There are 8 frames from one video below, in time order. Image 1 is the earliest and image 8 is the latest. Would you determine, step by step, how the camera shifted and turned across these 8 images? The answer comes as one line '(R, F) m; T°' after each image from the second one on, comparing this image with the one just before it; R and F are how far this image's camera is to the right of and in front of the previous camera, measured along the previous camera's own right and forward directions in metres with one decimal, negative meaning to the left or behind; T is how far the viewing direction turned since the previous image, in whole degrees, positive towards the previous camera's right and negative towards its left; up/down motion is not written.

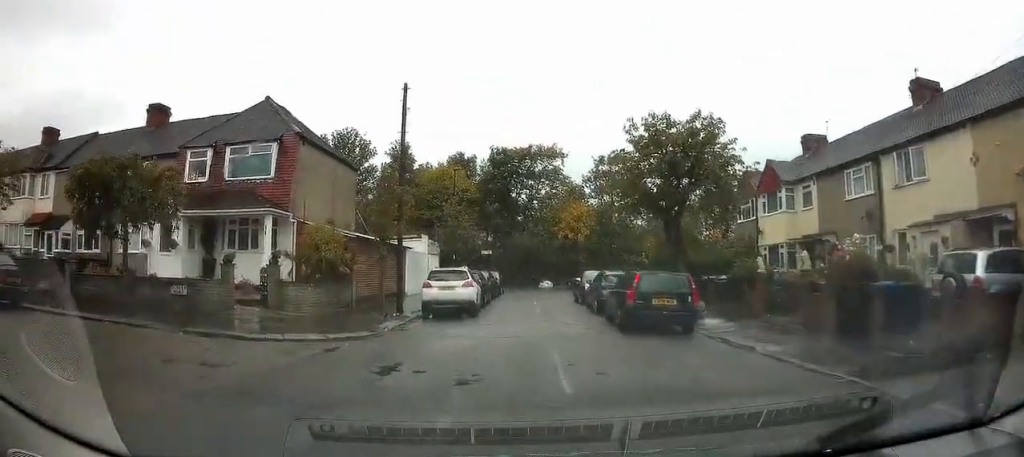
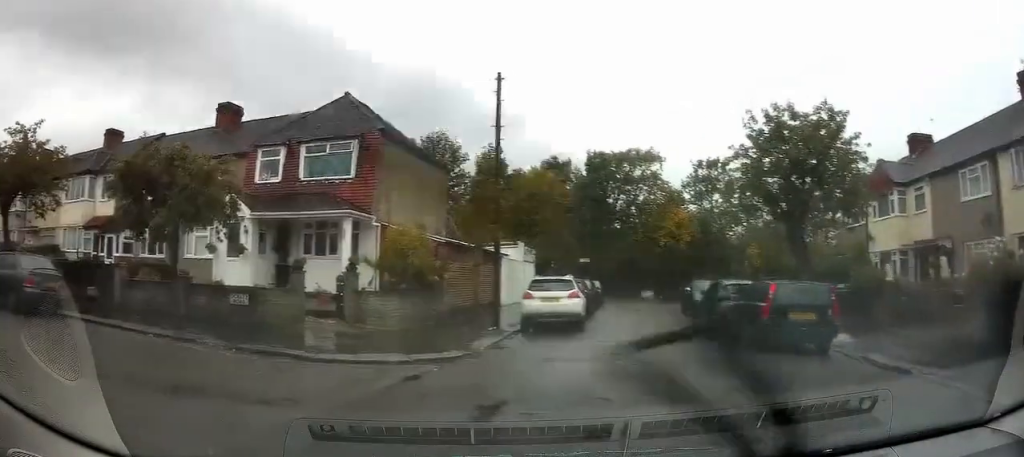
(-0.2, +3.0) m; -11°
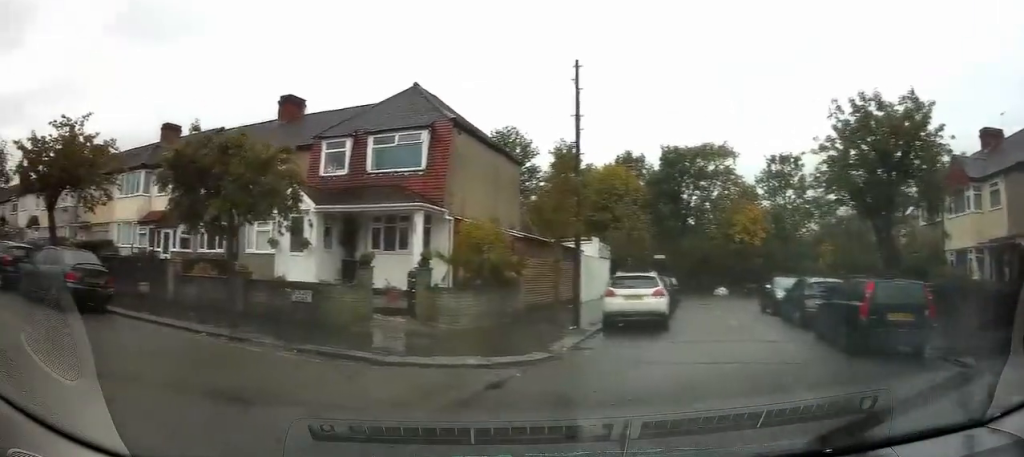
(-0.1, +1.1) m; -8°
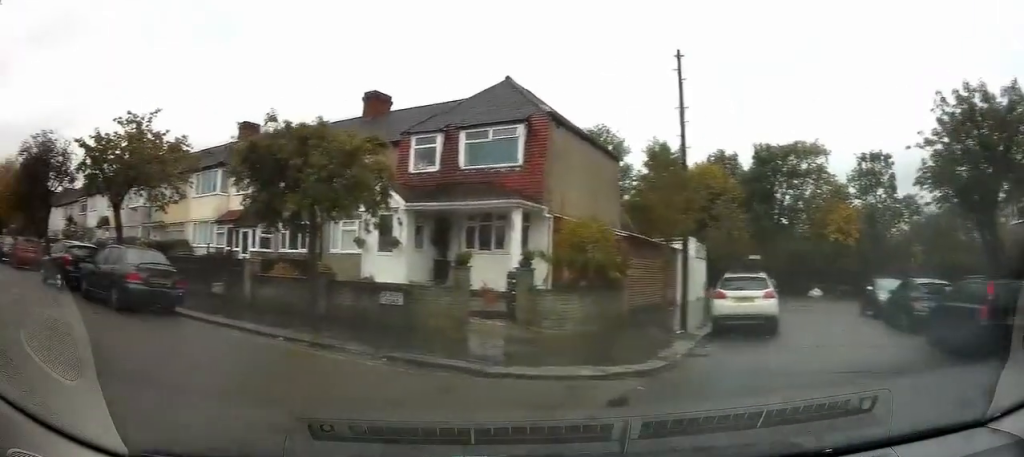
(-0.1, +1.2) m; -11°
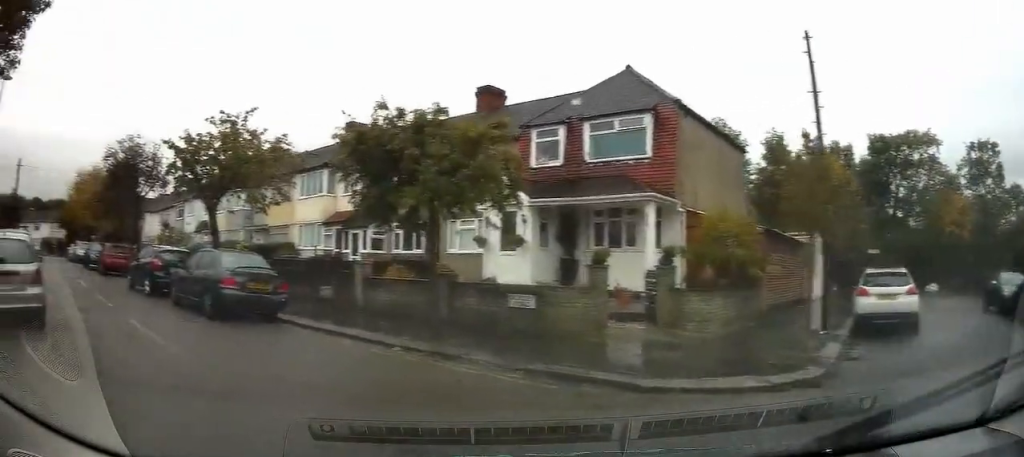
(-0.2, +1.1) m; -9°
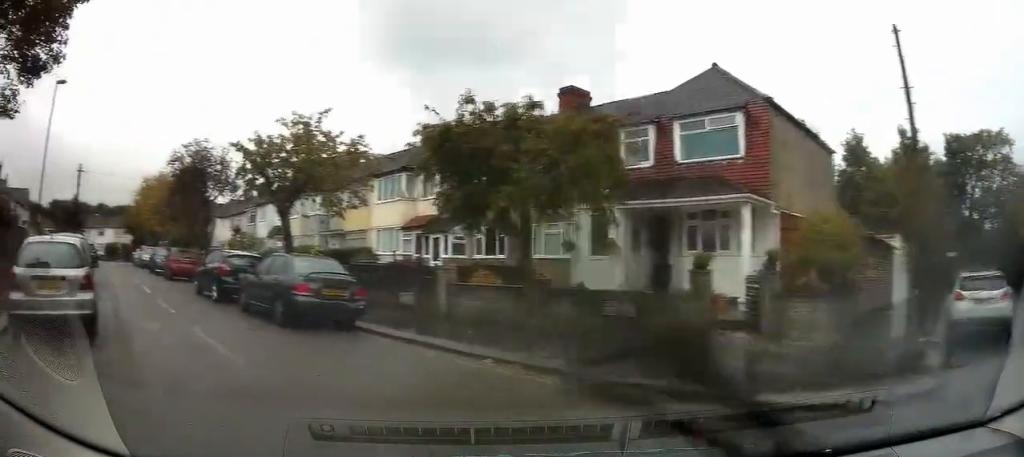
(0.0, +0.7) m; -6°
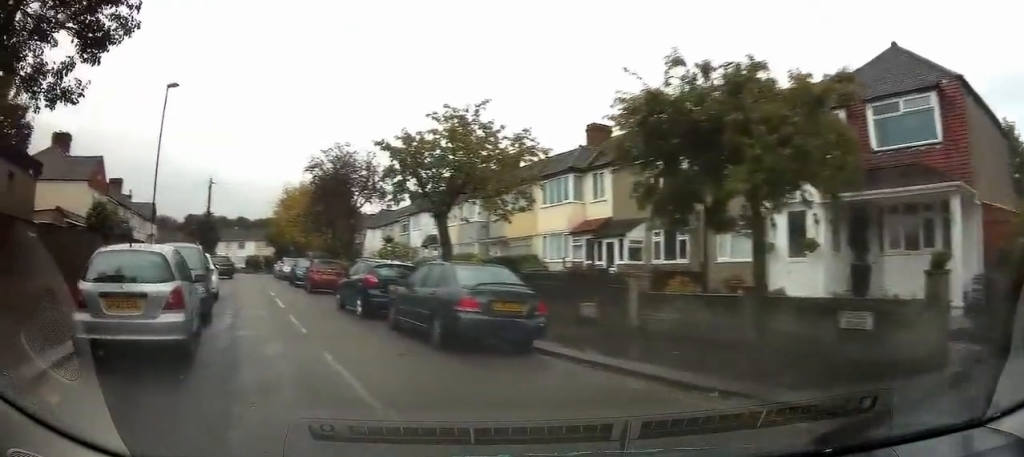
(-0.2, +1.8) m; -26°
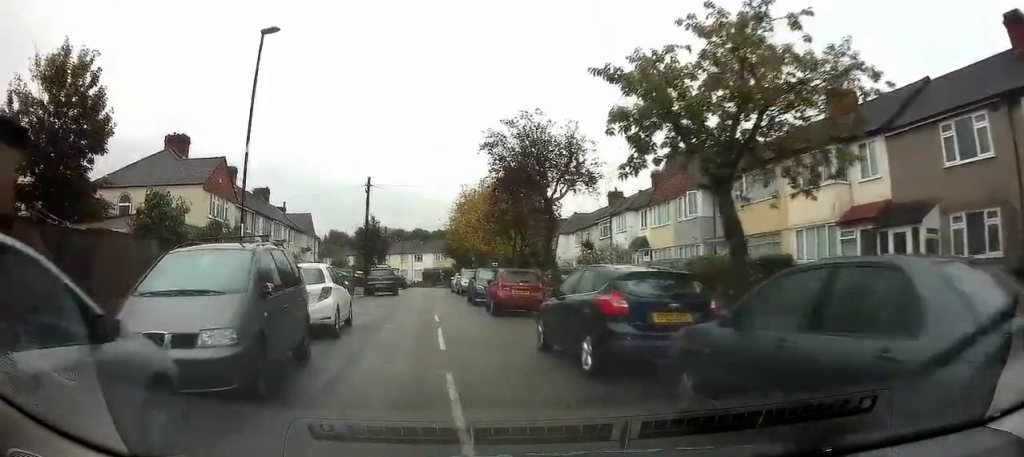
(-0.8, +5.9) m; -3°
